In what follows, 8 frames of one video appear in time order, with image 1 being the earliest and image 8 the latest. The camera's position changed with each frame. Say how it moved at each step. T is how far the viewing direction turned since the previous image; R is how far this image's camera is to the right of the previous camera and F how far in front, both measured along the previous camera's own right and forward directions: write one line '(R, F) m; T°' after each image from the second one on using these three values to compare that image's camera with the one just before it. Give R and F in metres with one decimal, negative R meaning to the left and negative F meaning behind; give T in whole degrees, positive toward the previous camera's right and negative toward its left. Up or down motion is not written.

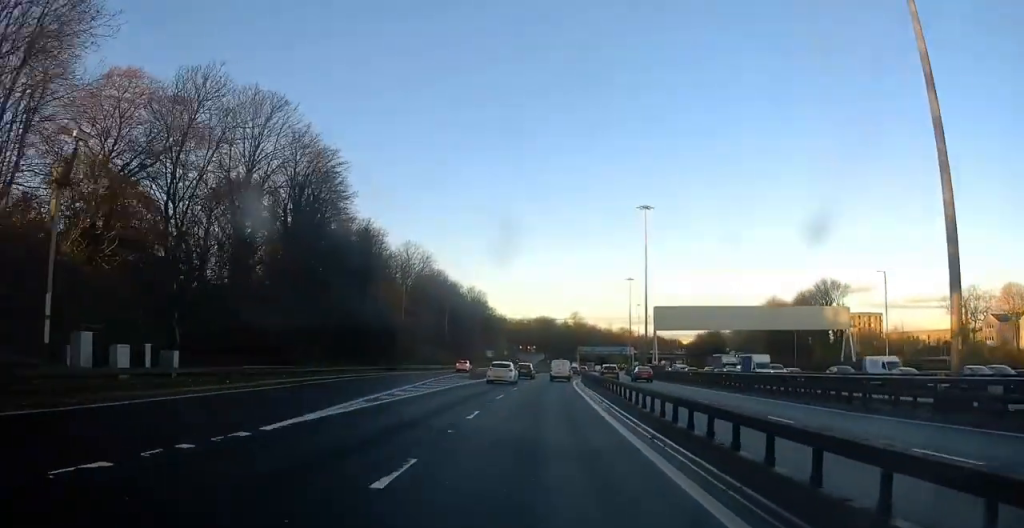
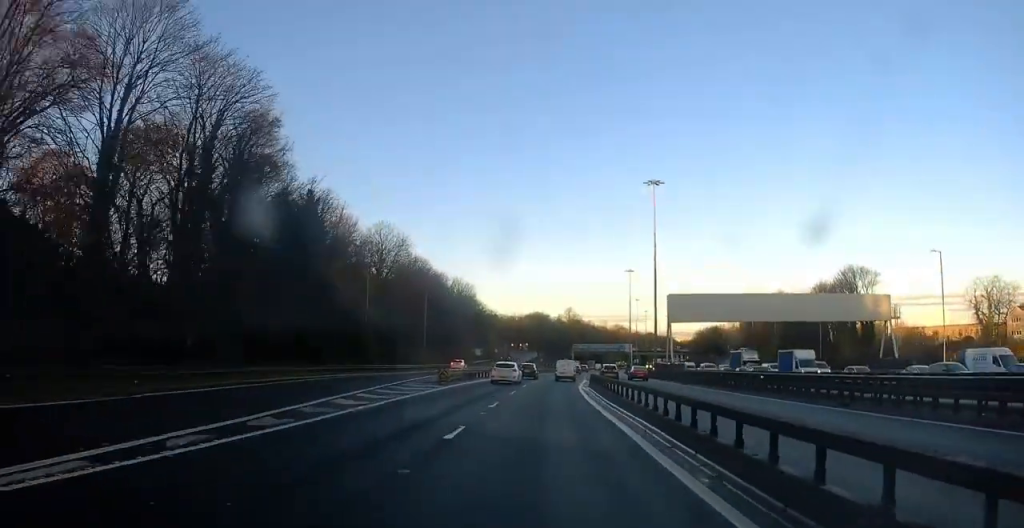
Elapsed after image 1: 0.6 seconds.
(+0.1, +13.1) m; +1°
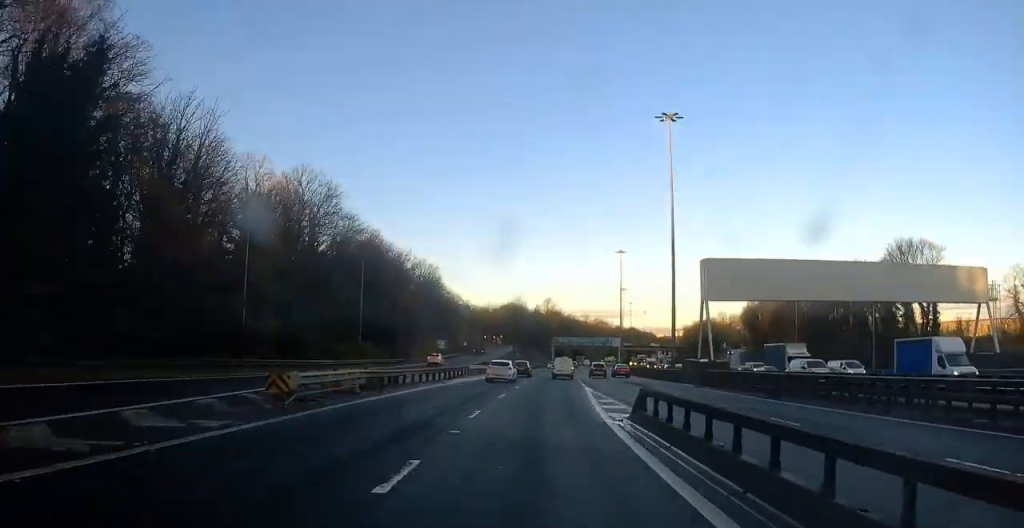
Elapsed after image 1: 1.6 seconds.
(+0.3, +23.0) m; +2°
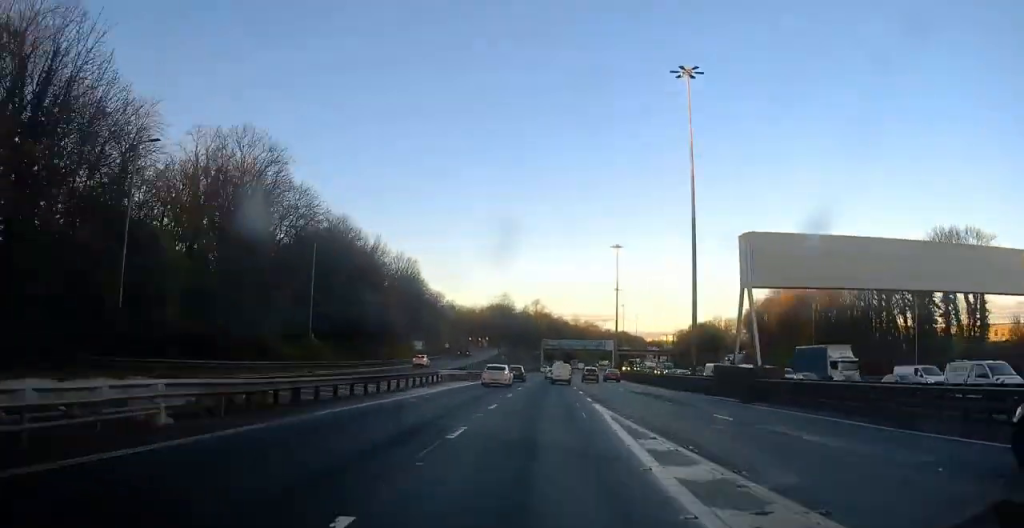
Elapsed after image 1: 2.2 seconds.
(+0.4, +12.2) m; +1°
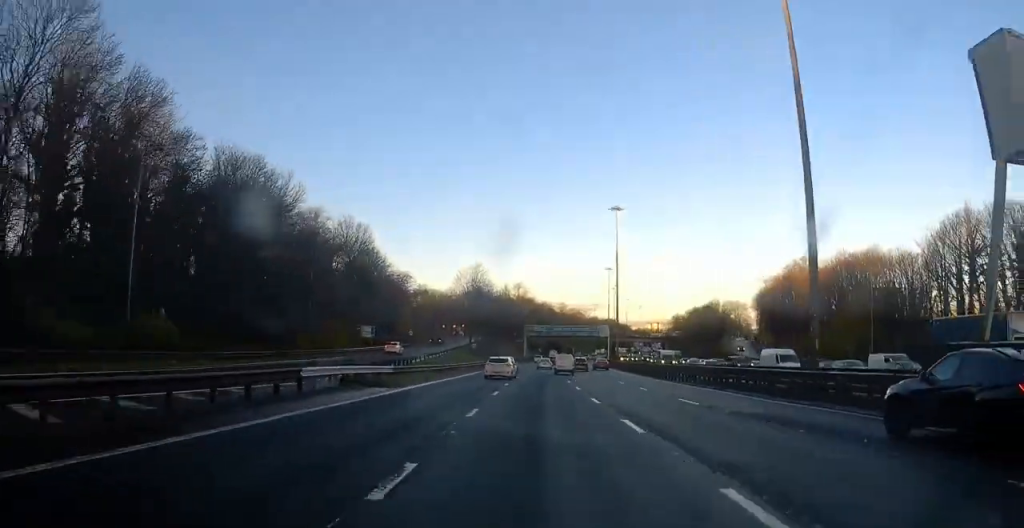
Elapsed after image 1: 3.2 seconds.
(-0.3, +24.6) m; 0°
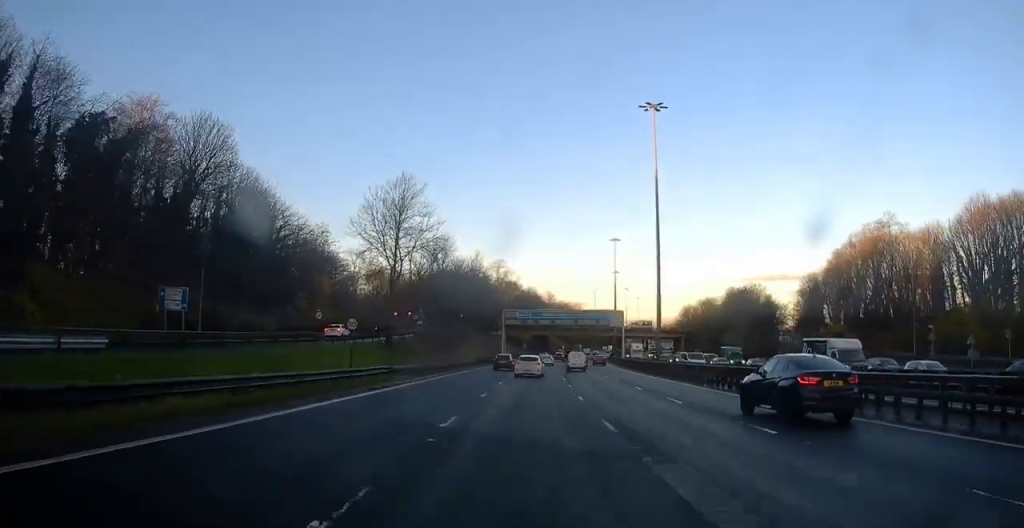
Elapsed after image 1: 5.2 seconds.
(+1.6, +45.1) m; +3°
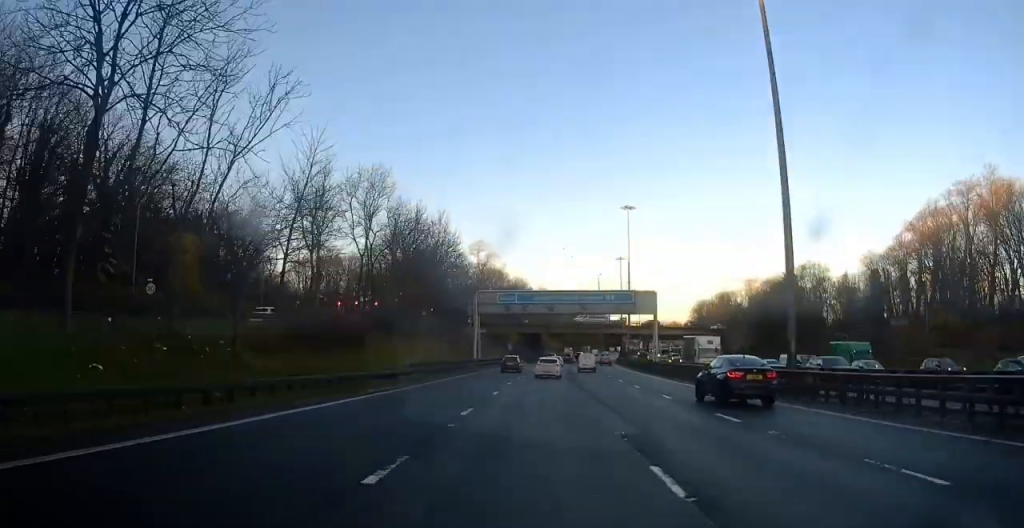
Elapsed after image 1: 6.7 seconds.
(-0.2, +33.7) m; -1°
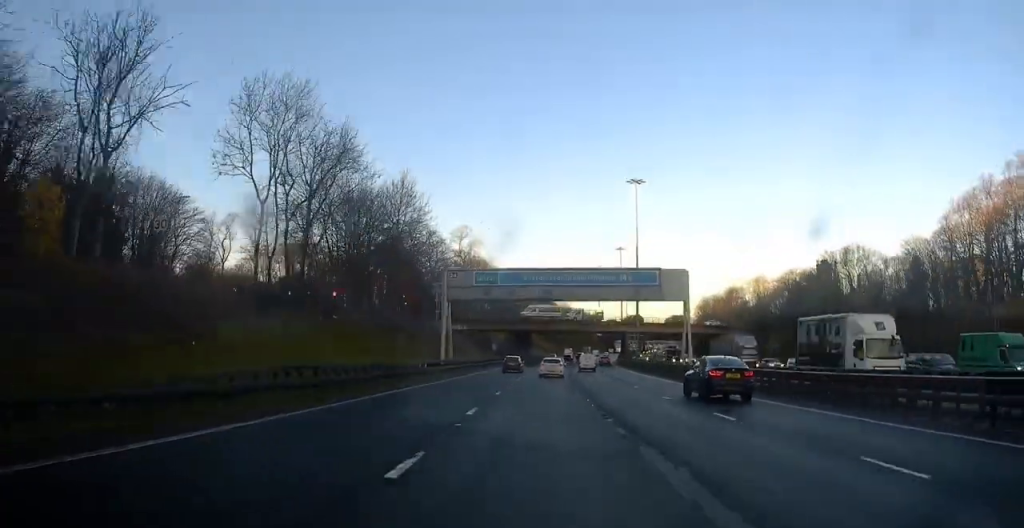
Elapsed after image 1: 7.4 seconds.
(-0.2, +17.6) m; +1°
